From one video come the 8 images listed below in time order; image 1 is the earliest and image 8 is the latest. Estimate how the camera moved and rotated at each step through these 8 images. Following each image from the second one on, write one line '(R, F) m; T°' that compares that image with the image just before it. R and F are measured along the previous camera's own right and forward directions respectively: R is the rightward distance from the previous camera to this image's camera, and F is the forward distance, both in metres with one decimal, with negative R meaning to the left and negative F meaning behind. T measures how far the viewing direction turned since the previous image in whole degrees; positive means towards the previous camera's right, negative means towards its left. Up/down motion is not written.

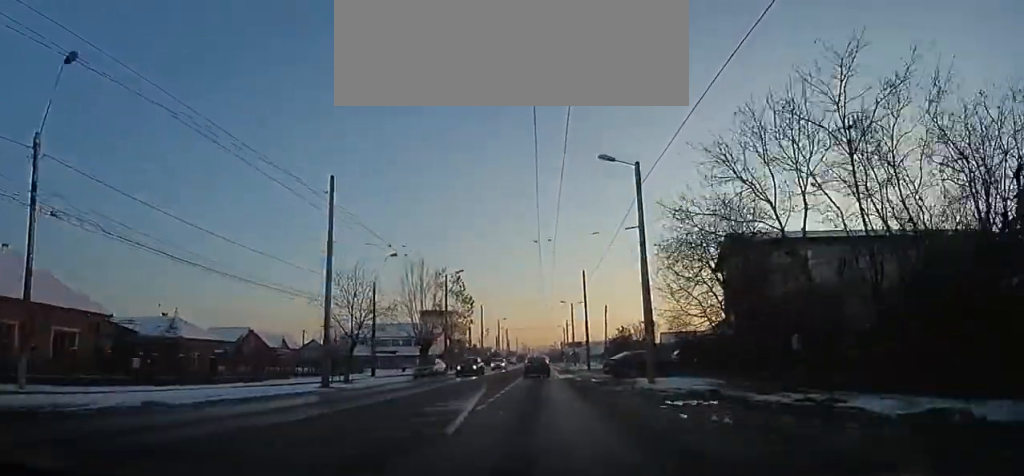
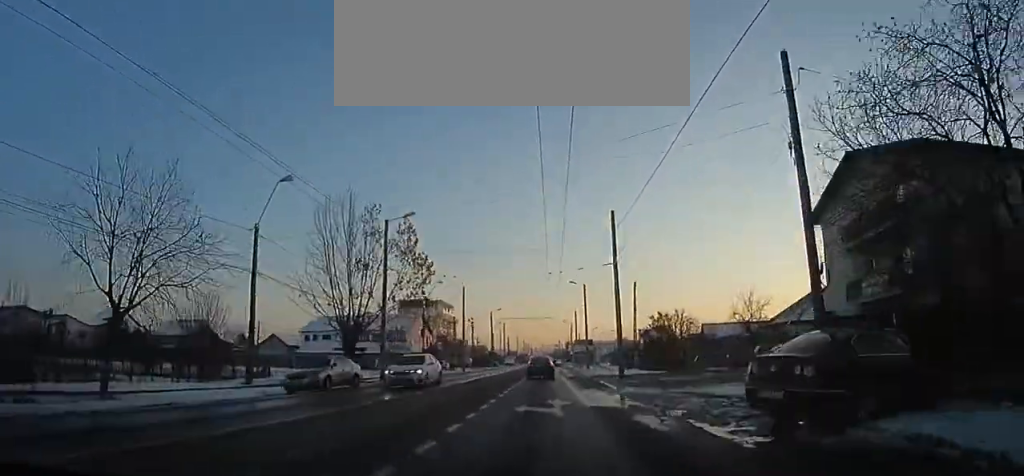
(0.0, +20.0) m; -1°
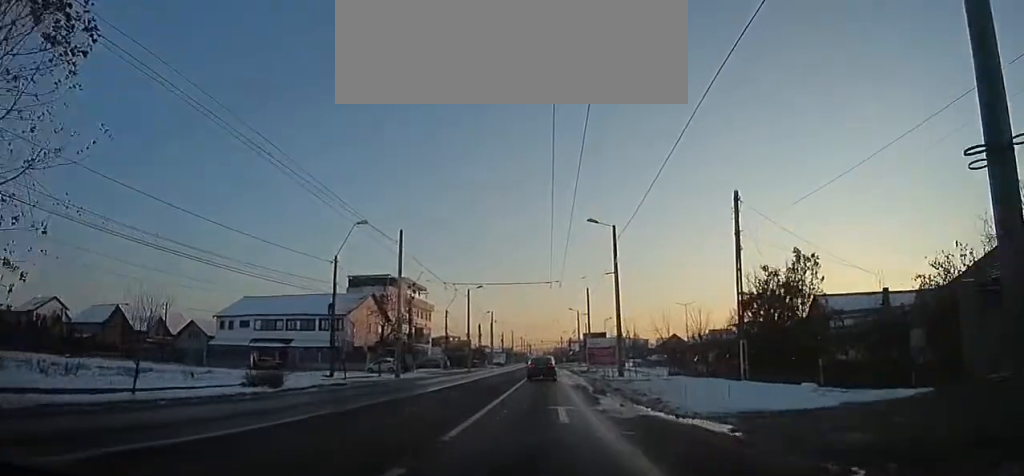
(-0.5, +26.0) m; -1°
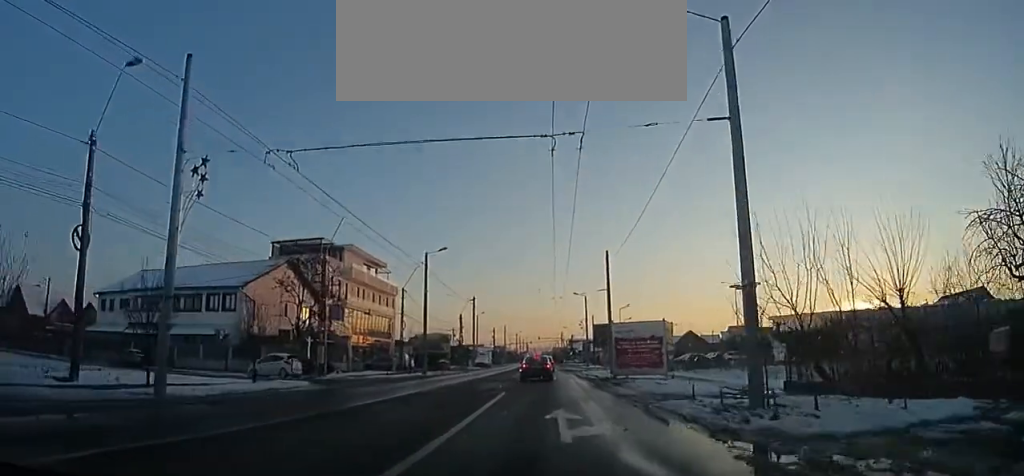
(-0.1, +21.4) m; 0°
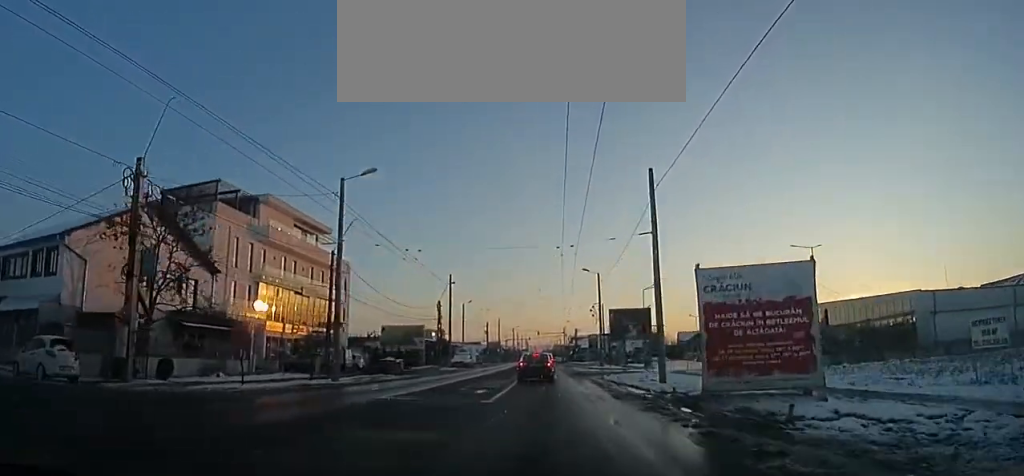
(0.0, +17.0) m; +1°
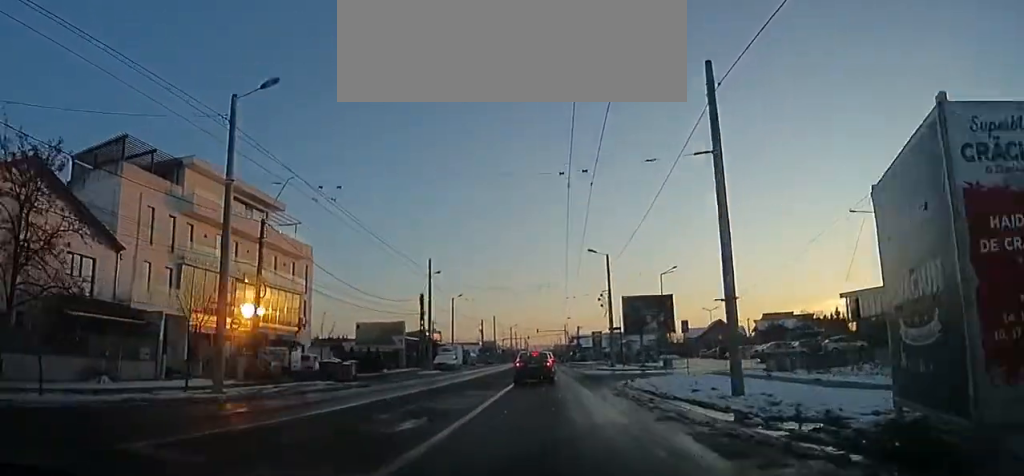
(-0.1, +8.8) m; +1°
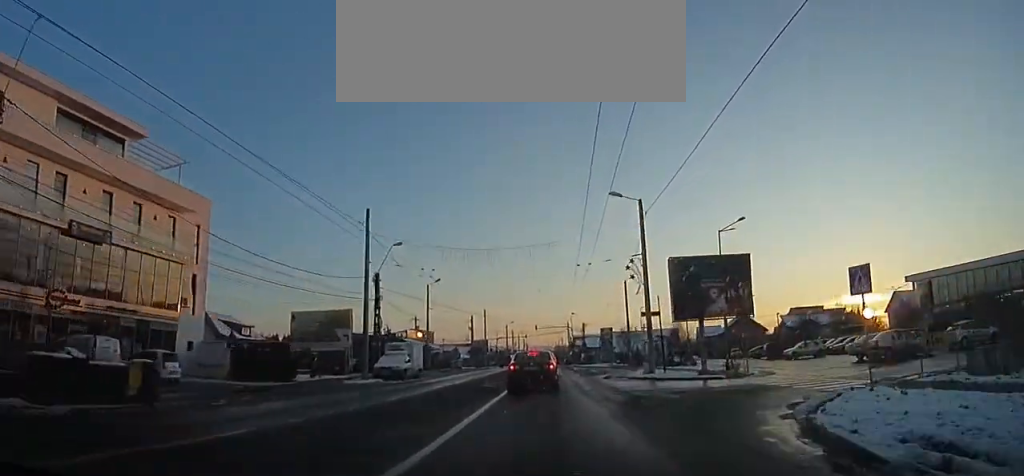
(+0.3, +15.1) m; +1°
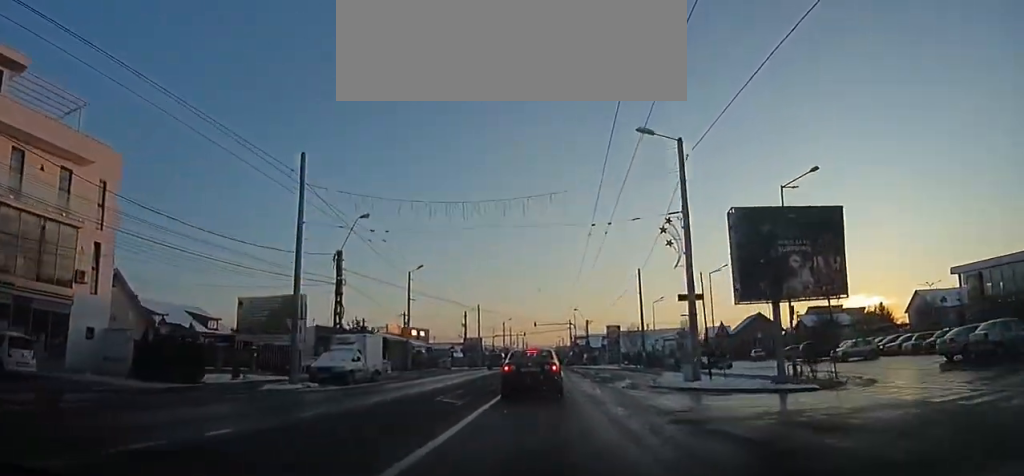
(0.0, +7.9) m; -1°
